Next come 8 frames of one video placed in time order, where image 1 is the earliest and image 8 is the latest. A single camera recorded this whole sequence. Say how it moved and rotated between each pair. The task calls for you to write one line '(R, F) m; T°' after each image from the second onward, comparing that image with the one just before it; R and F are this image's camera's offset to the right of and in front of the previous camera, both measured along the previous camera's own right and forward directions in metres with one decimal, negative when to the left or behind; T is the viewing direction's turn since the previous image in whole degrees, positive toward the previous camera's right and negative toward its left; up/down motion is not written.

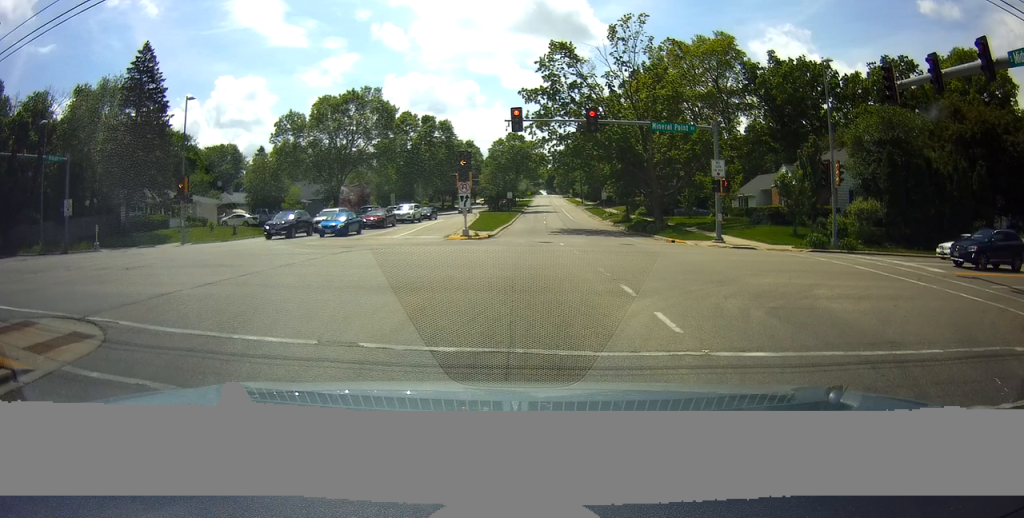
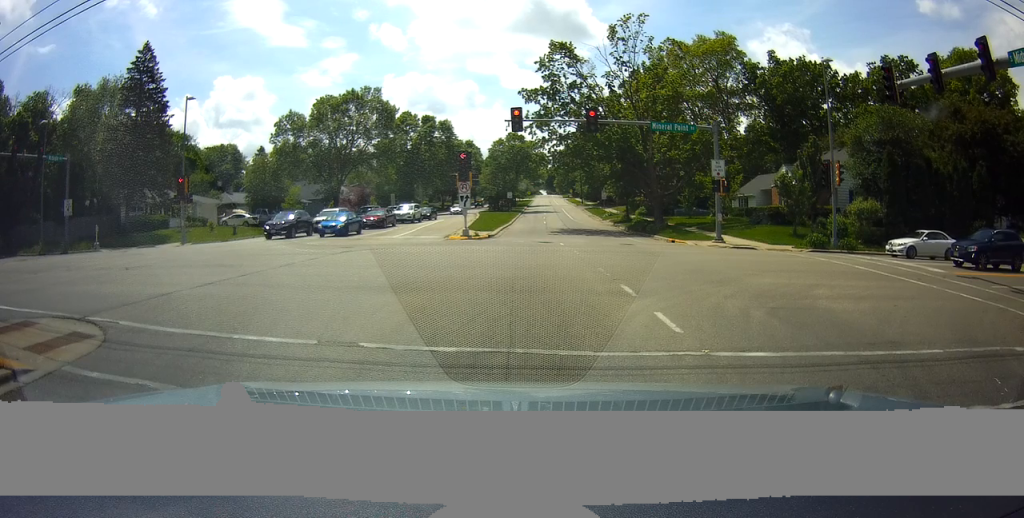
(0.0, 0.0) m; 0°
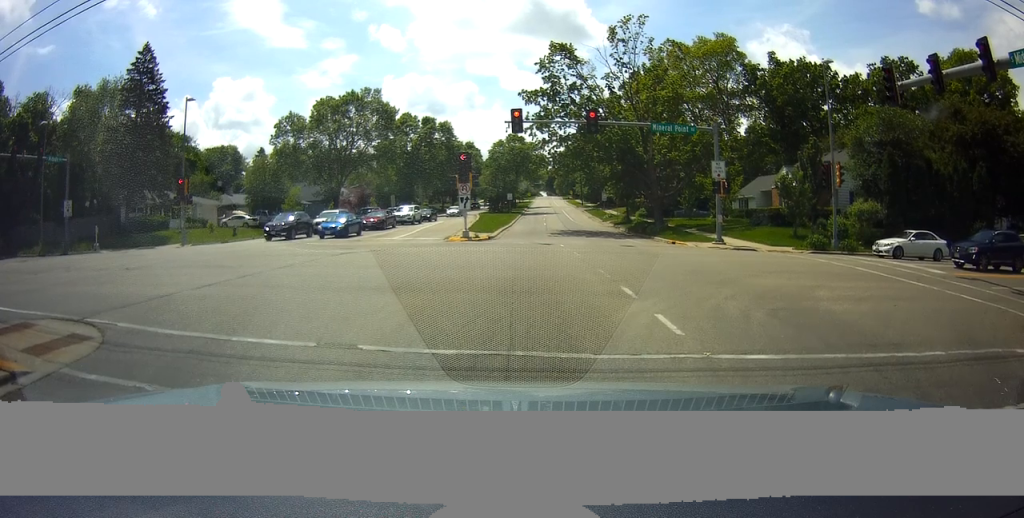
(0.0, +0.1) m; 0°
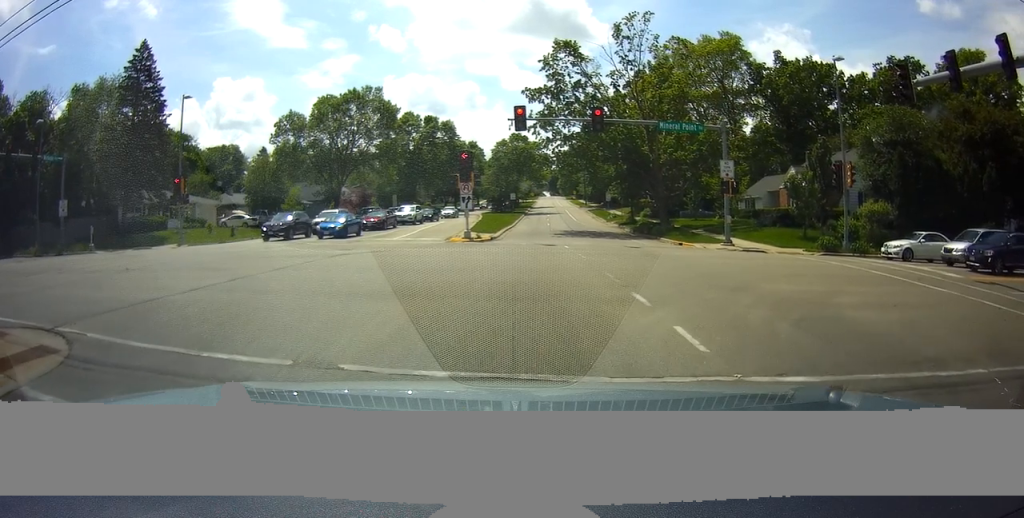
(0.0, +0.4) m; 0°
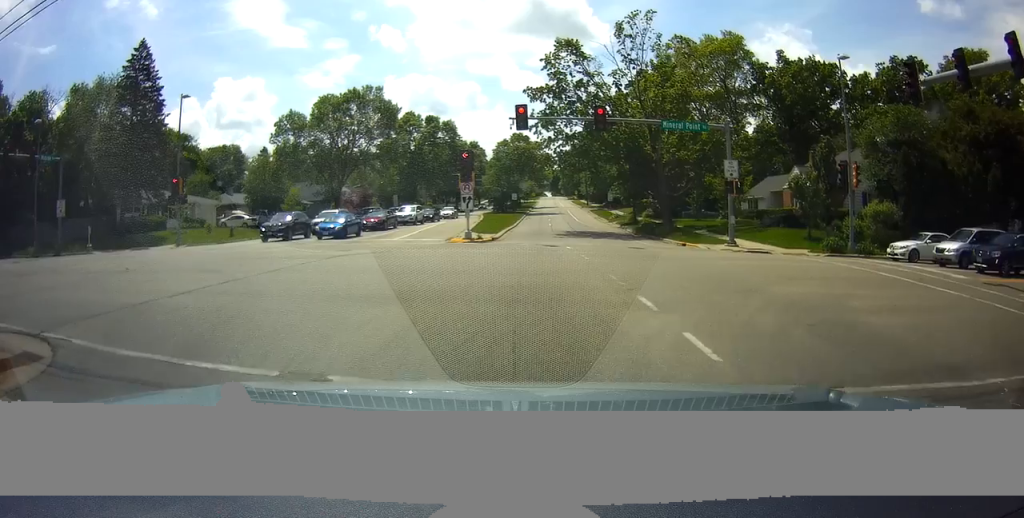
(0.0, +0.3) m; 0°
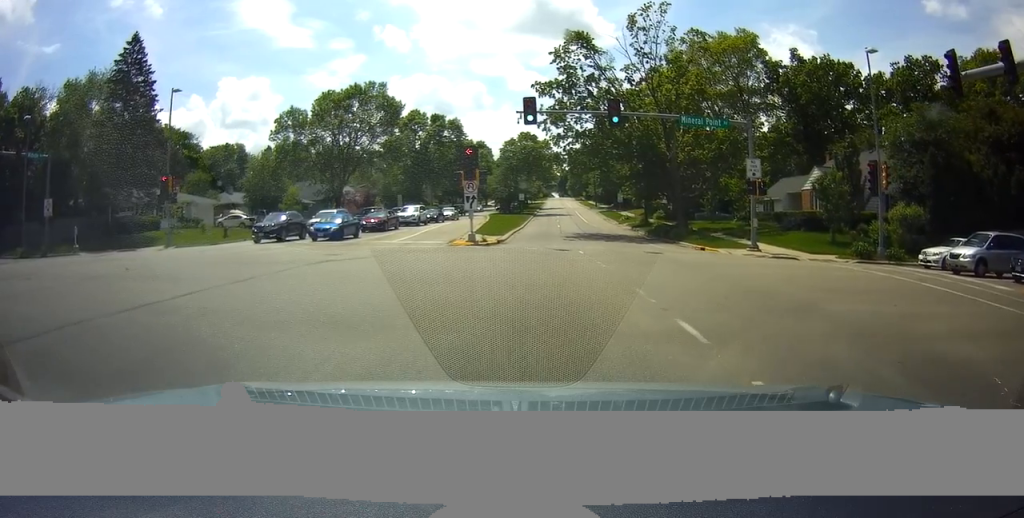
(0.0, +1.9) m; 0°
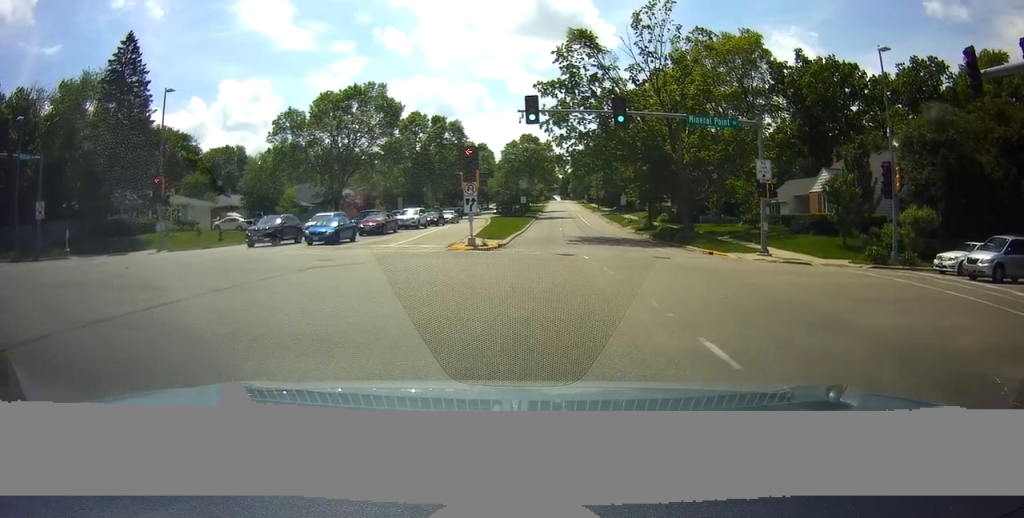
(0.0, +1.3) m; -1°
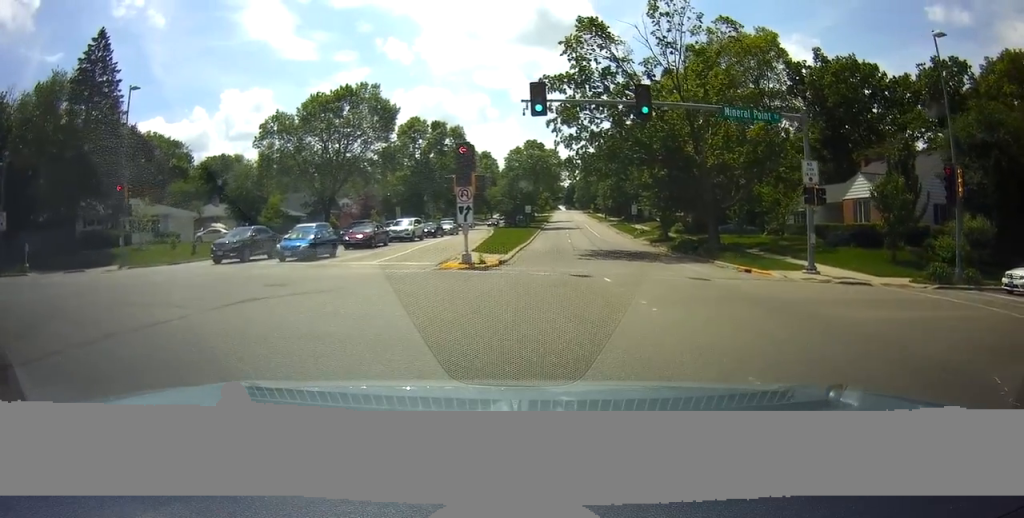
(-0.1, +4.1) m; -7°
